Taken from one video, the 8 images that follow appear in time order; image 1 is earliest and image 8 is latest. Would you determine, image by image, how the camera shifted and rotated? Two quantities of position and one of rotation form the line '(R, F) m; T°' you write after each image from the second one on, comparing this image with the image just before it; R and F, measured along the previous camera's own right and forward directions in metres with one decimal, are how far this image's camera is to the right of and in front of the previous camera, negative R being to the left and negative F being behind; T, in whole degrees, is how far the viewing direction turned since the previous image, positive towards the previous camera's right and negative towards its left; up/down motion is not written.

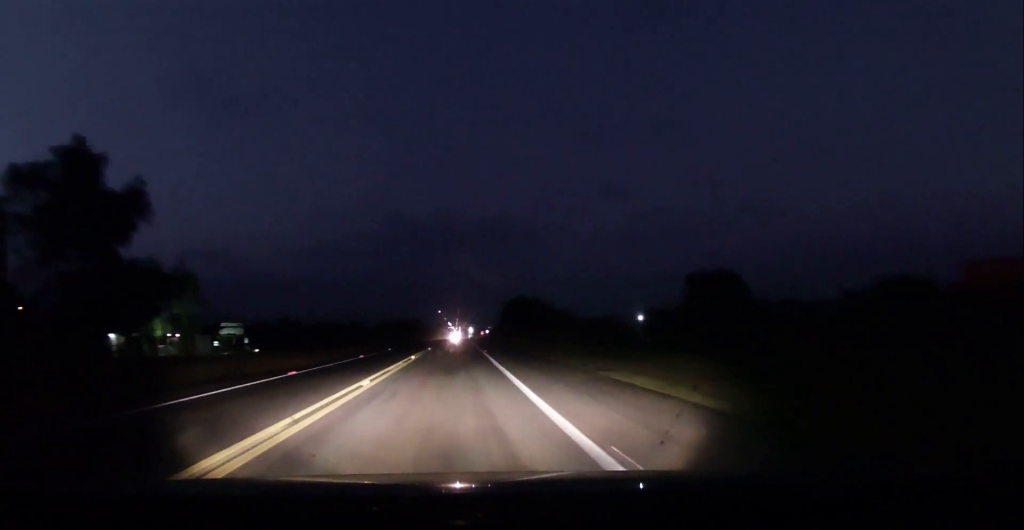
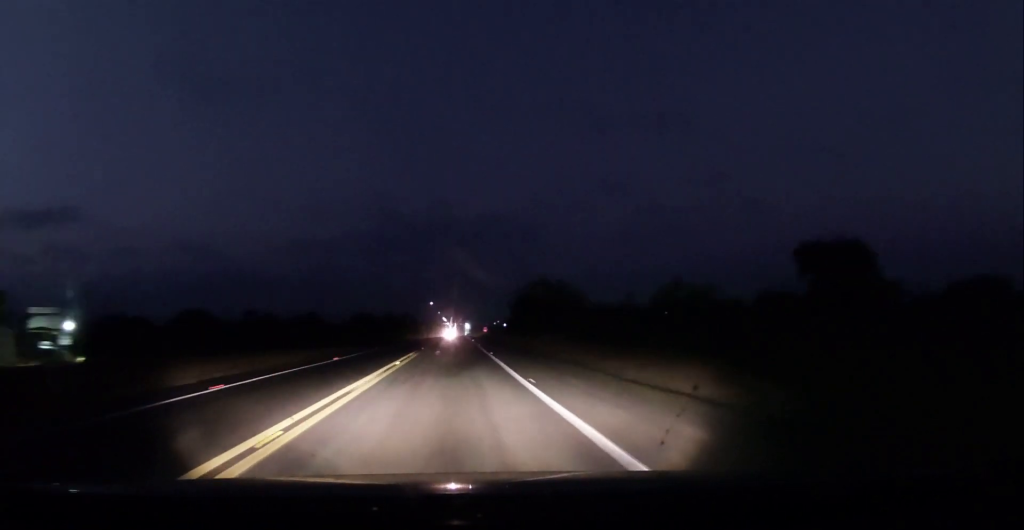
(-0.6, +39.9) m; 0°
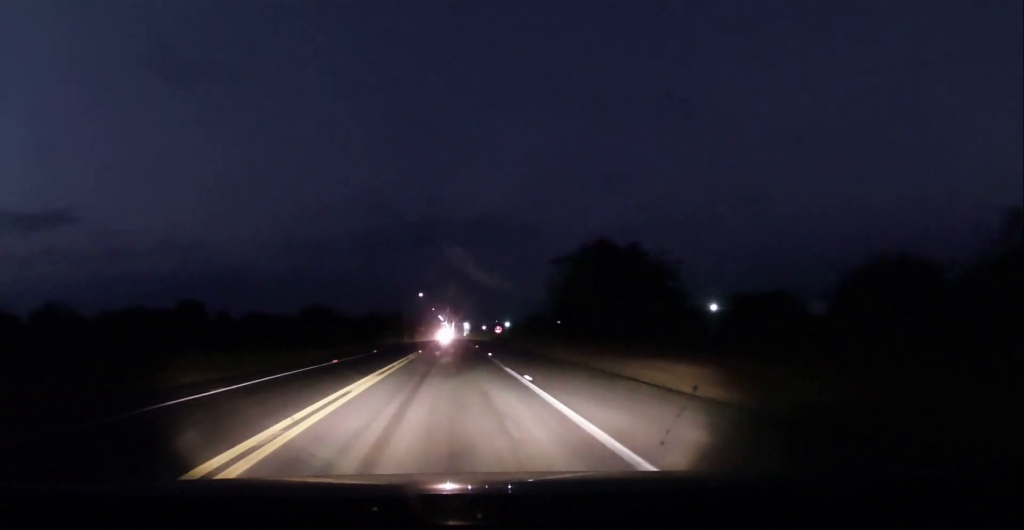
(+0.8, +48.8) m; 0°
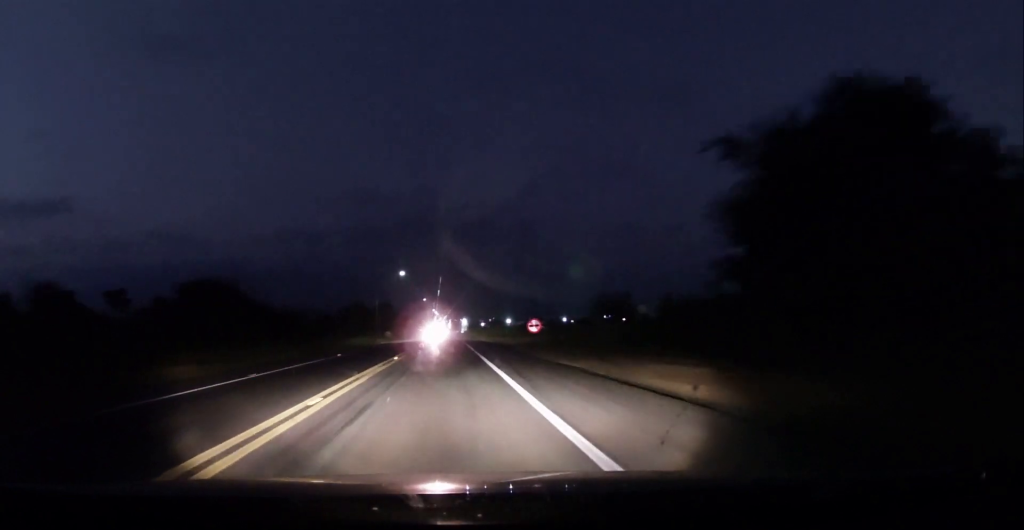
(-0.5, +45.7) m; 0°
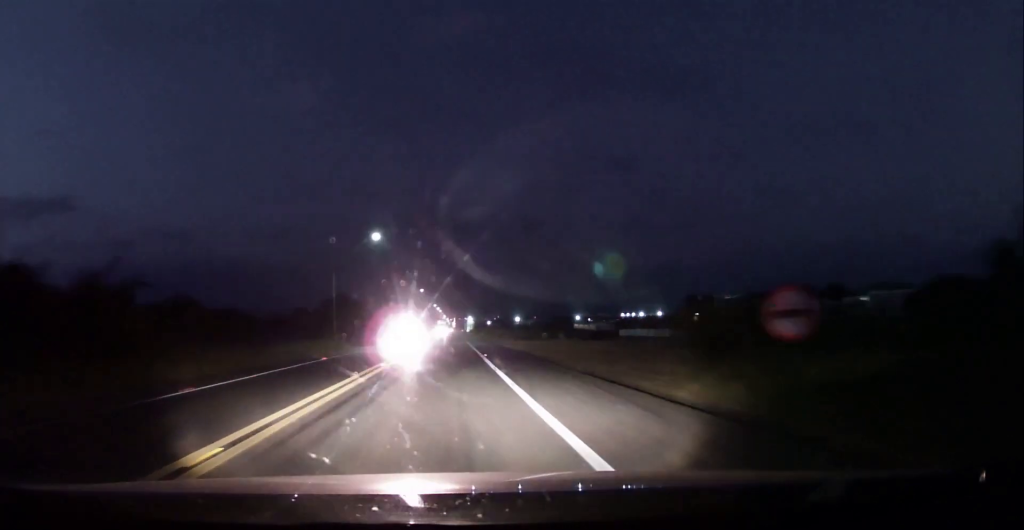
(+0.6, +37.5) m; +1°
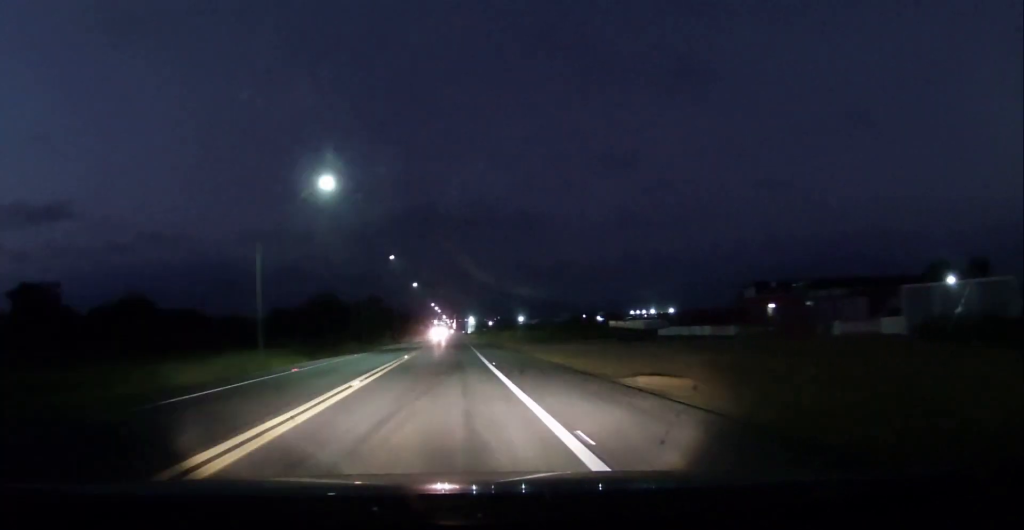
(+0.2, +22.8) m; 0°
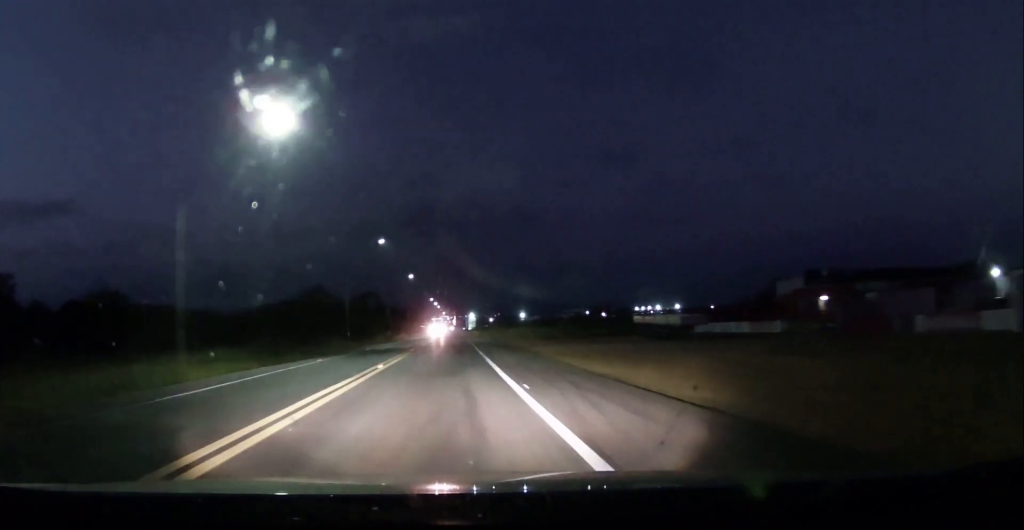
(-0.3, +10.8) m; 0°
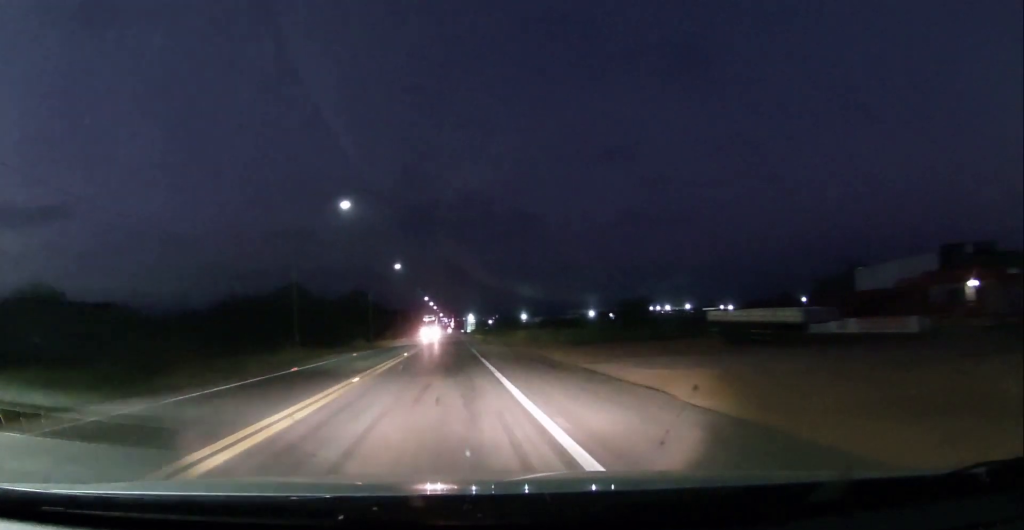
(-0.1, +20.6) m; 0°
